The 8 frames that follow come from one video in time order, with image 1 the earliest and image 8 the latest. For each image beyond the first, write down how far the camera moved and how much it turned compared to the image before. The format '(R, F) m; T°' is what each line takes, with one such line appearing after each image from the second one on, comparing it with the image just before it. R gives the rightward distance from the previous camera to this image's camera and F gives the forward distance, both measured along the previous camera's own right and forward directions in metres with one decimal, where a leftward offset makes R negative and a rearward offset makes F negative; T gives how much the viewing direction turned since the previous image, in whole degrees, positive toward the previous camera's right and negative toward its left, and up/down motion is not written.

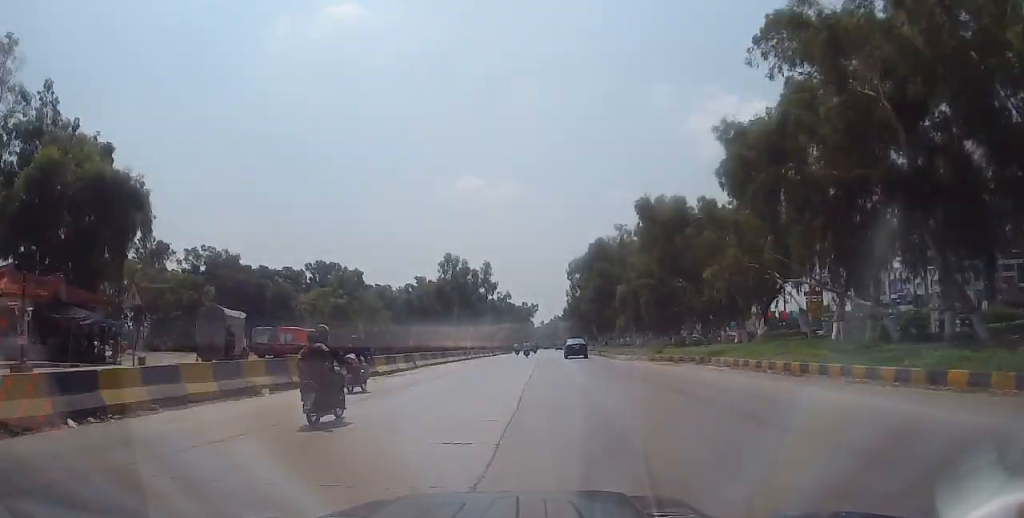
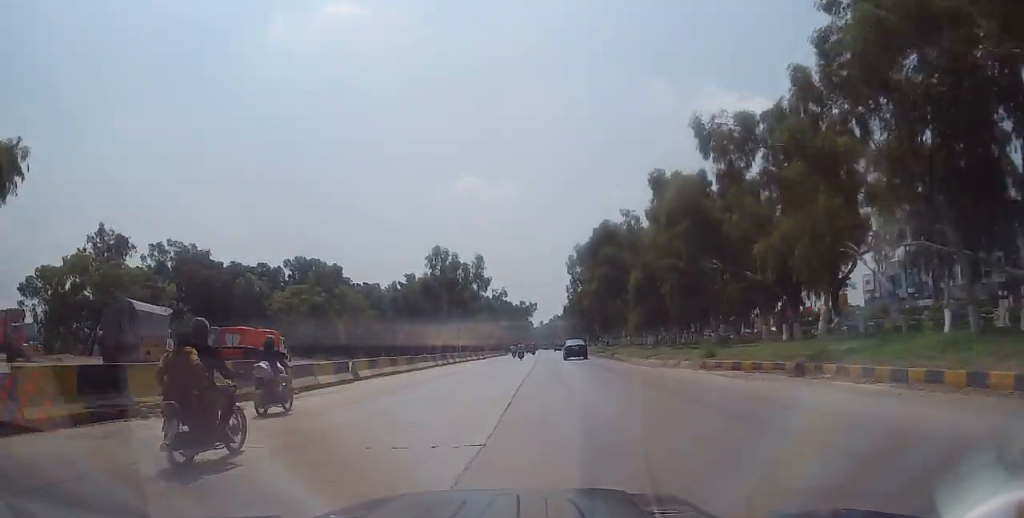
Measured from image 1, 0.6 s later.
(+0.1, +11.1) m; 0°
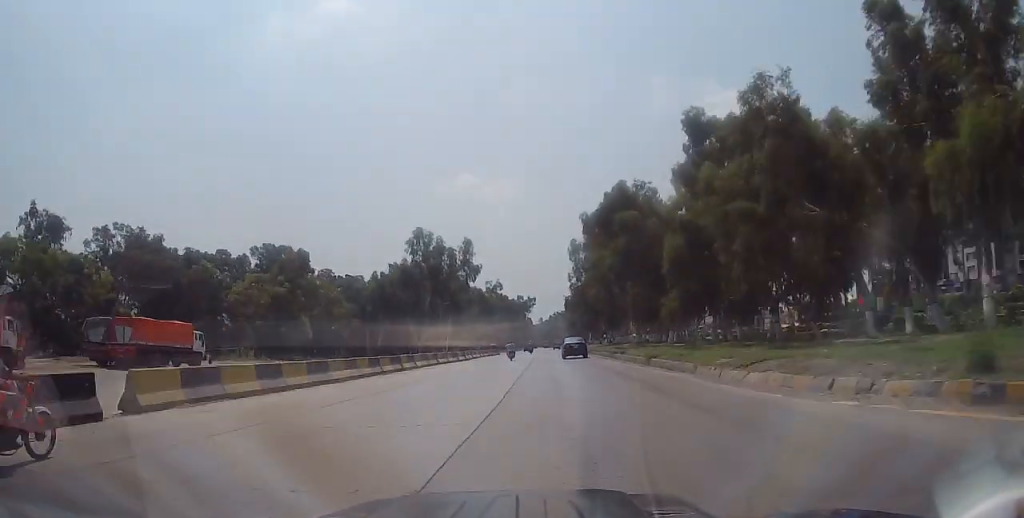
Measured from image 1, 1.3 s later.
(-0.1, +15.1) m; -1°
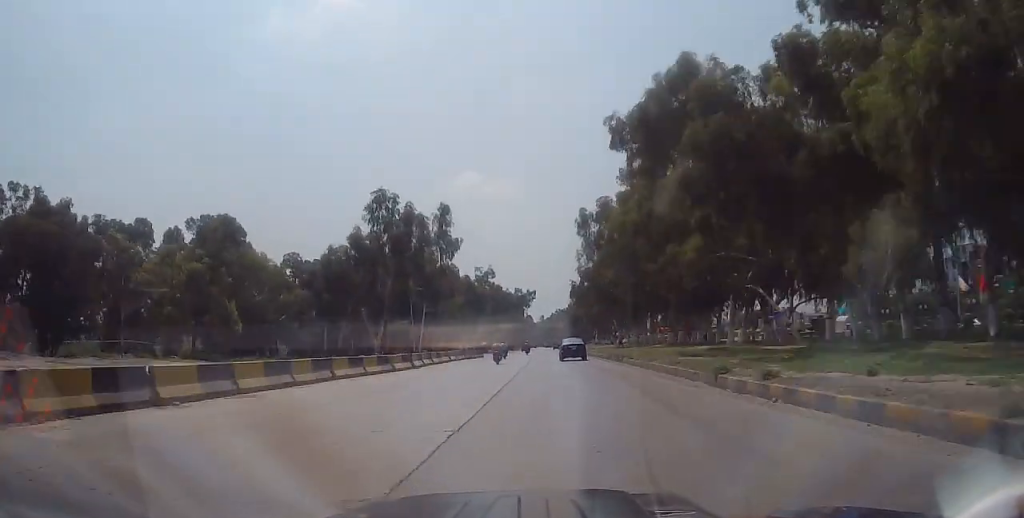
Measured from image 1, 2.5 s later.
(0.0, +23.2) m; +1°
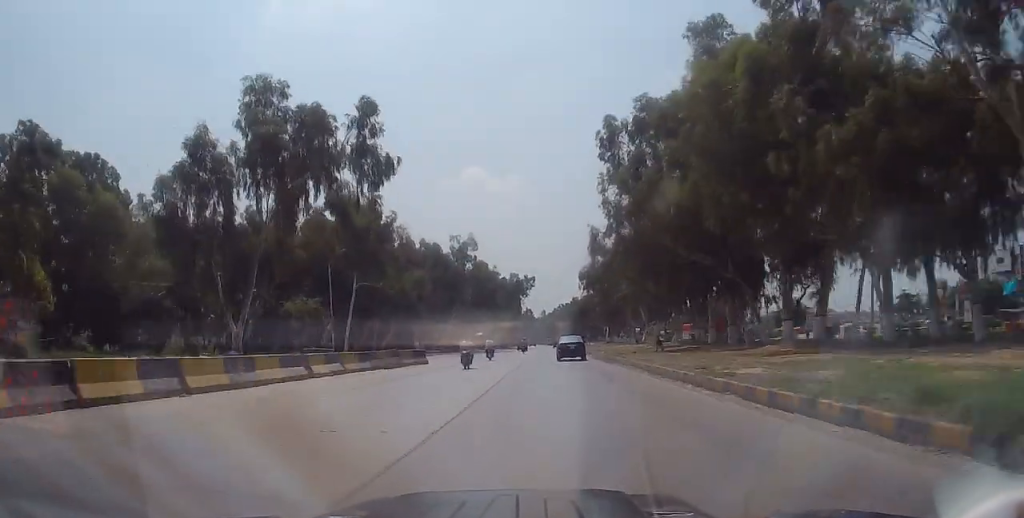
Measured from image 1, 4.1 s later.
(+0.2, +31.7) m; 0°
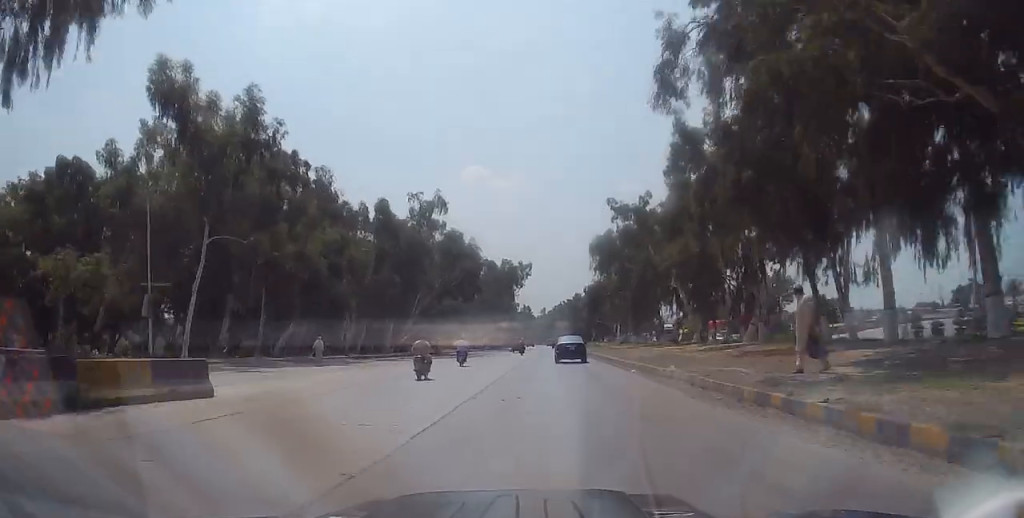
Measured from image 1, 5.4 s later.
(+0.2, +25.4) m; +1°
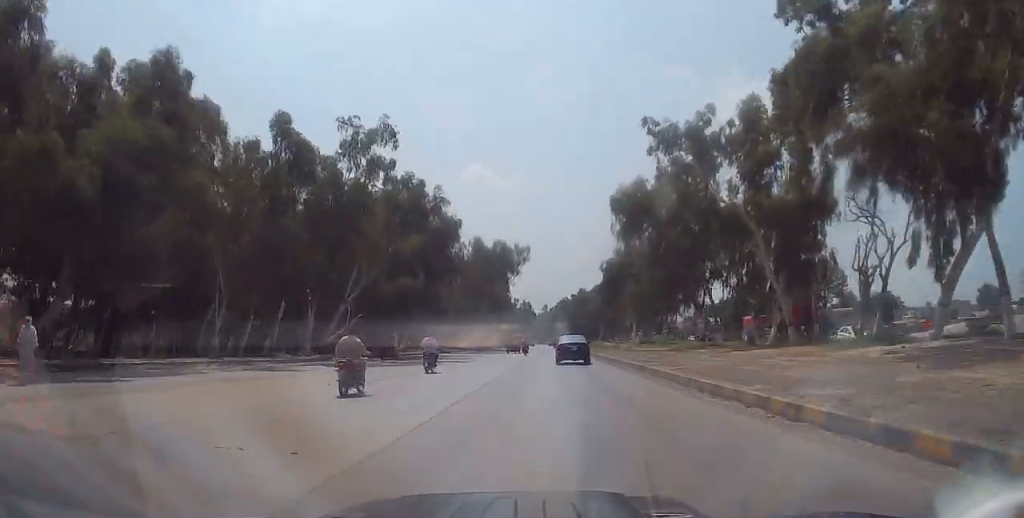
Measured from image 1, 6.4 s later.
(-0.2, +21.7) m; -2°
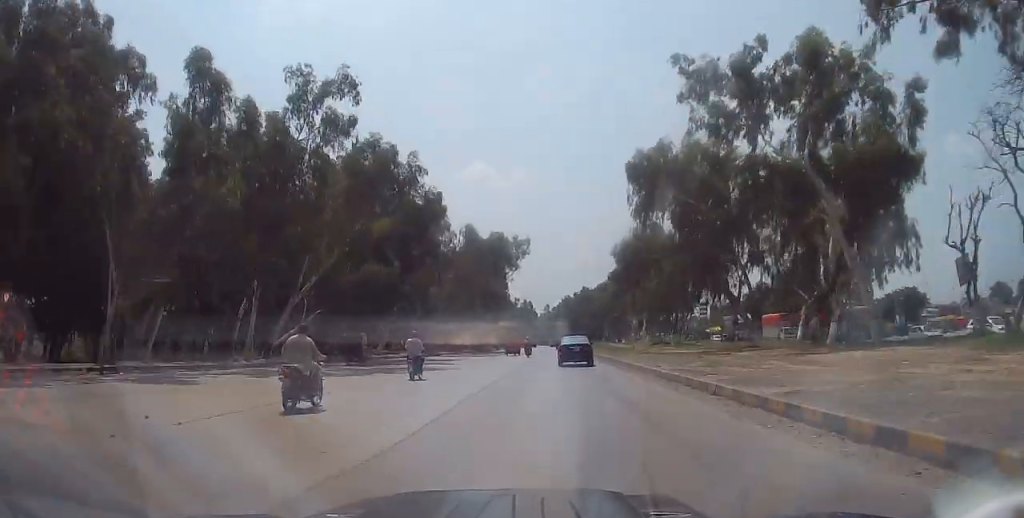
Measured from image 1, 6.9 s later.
(-0.3, +8.9) m; 0°
